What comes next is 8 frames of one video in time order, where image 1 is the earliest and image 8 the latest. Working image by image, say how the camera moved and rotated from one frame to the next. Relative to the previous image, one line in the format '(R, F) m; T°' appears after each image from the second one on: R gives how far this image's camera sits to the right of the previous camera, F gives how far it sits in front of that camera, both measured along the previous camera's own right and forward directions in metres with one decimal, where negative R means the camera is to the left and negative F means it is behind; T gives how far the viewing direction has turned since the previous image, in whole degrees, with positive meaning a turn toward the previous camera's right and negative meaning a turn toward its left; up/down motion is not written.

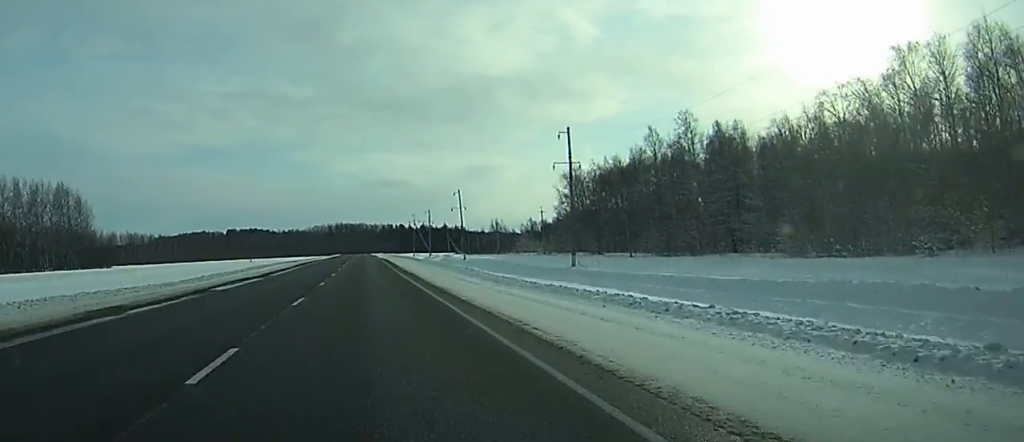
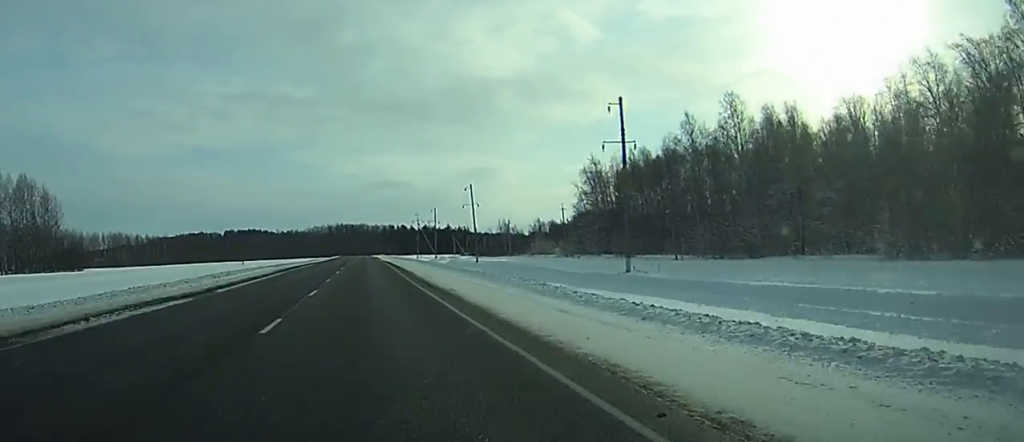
(+0.2, +18.6) m; 0°
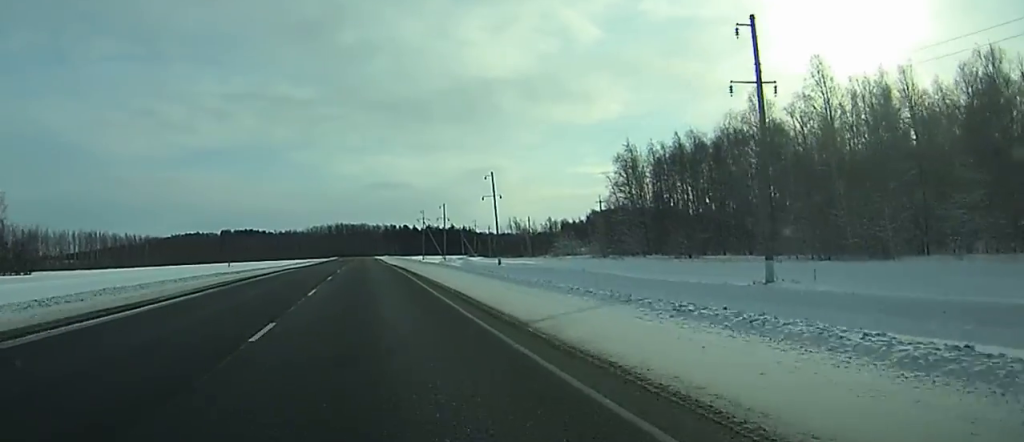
(-0.2, +25.8) m; -1°
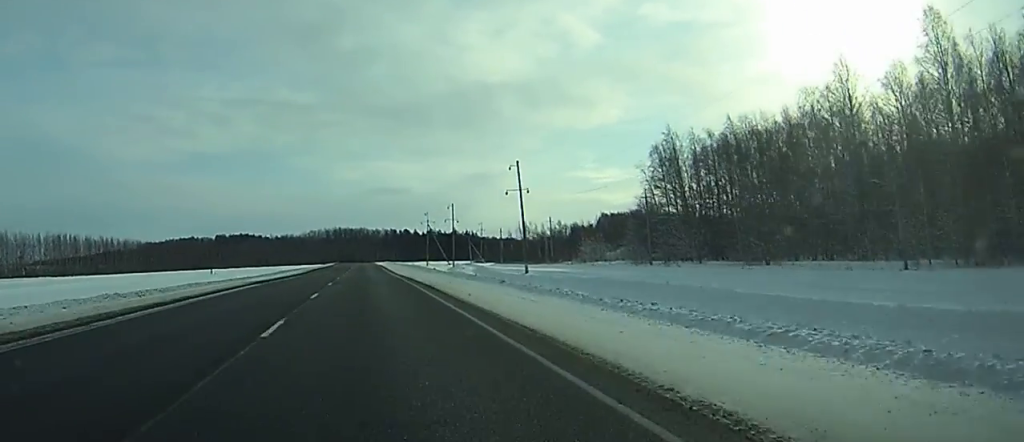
(-0.2, +23.1) m; 0°
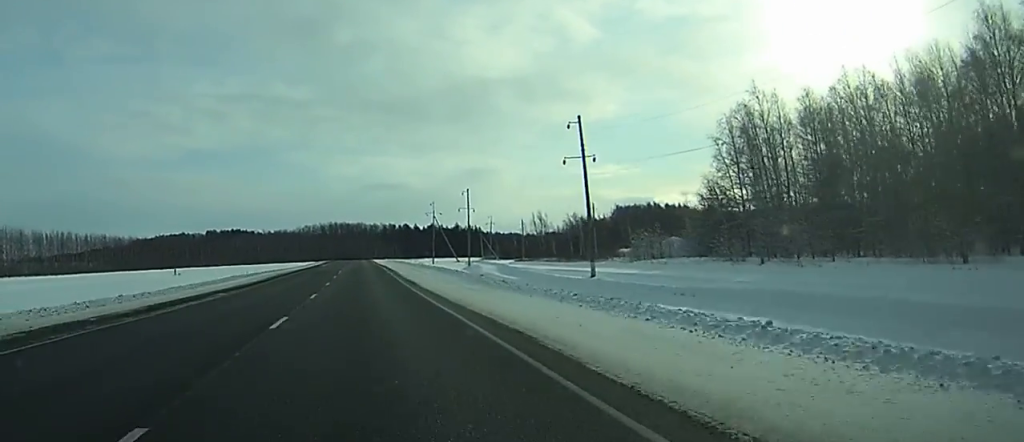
(+0.2, +33.6) m; +1°
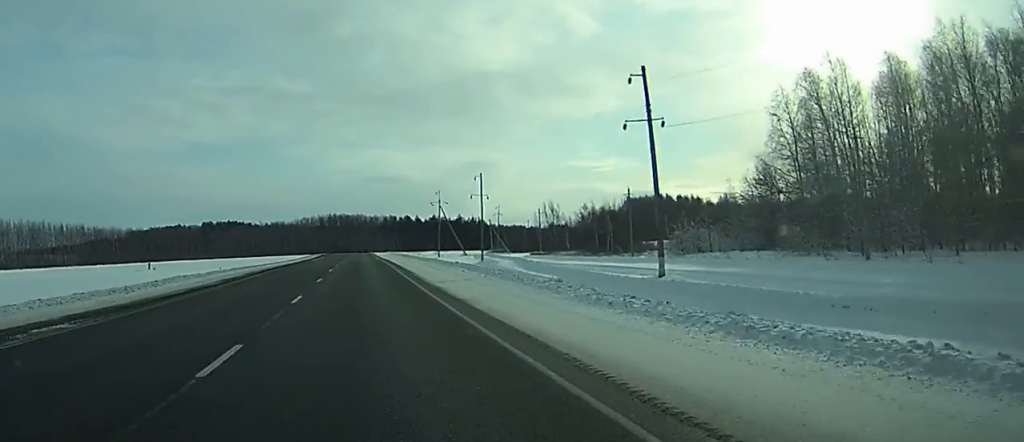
(+0.1, +18.5) m; 0°
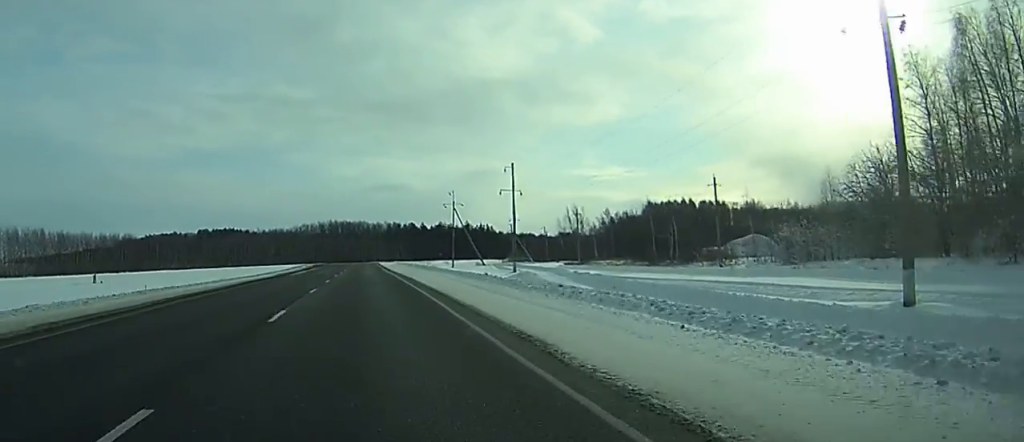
(0.0, +28.8) m; 0°
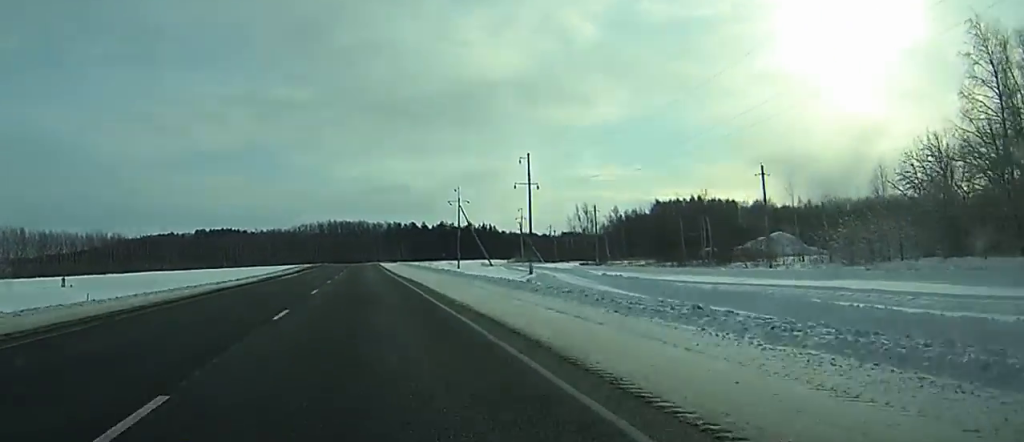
(0.0, +11.3) m; 0°
